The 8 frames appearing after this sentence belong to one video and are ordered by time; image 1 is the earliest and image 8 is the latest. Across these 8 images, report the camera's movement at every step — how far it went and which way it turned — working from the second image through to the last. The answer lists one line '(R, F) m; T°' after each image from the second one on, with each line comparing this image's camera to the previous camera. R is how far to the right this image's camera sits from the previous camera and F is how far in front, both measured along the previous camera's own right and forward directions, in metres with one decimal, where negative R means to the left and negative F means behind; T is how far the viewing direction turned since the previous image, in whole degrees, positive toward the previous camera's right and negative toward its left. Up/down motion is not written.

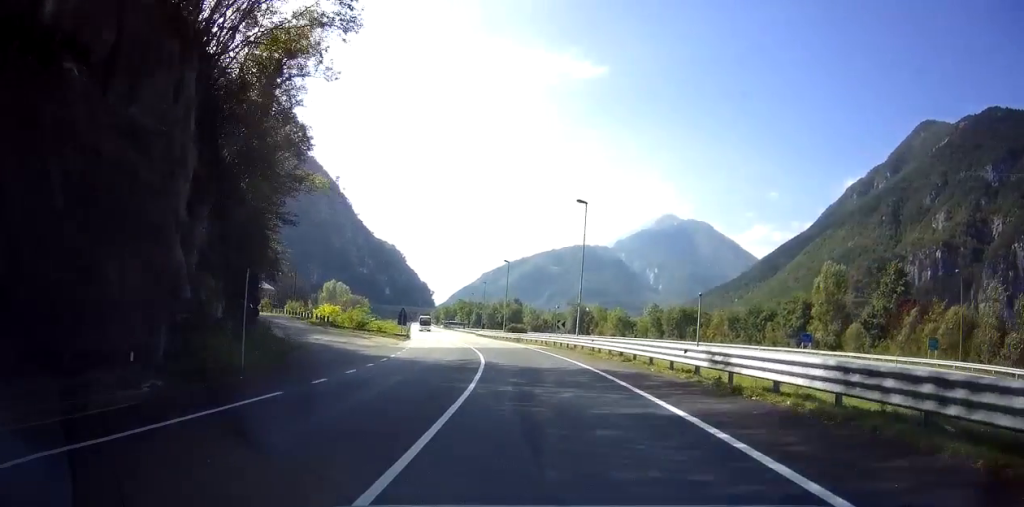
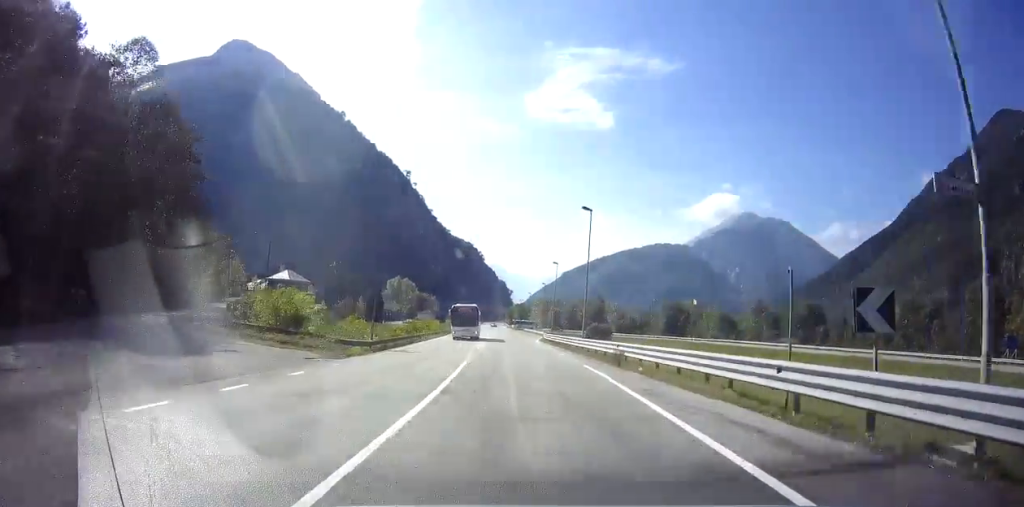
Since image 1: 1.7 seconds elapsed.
(-1.8, +32.4) m; -7°
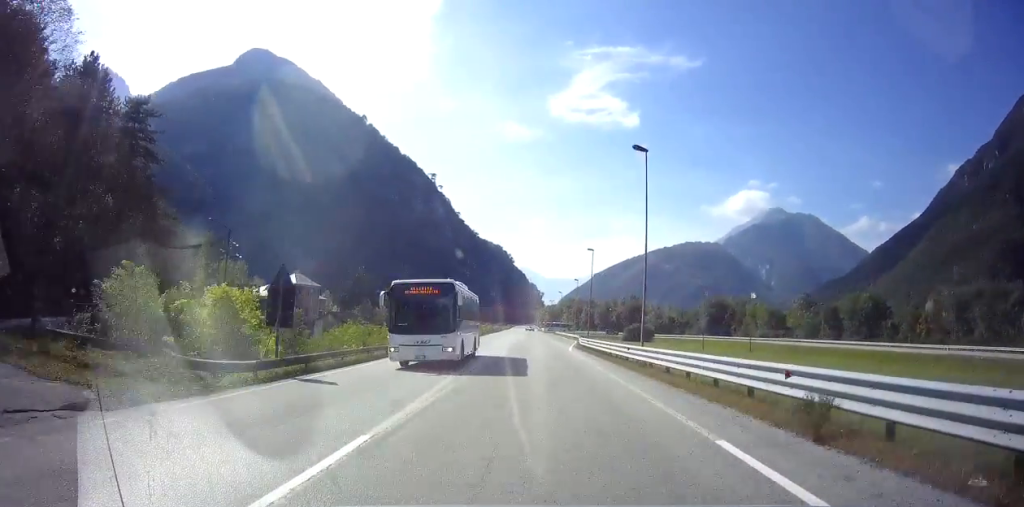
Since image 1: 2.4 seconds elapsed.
(-0.5, +14.0) m; -2°
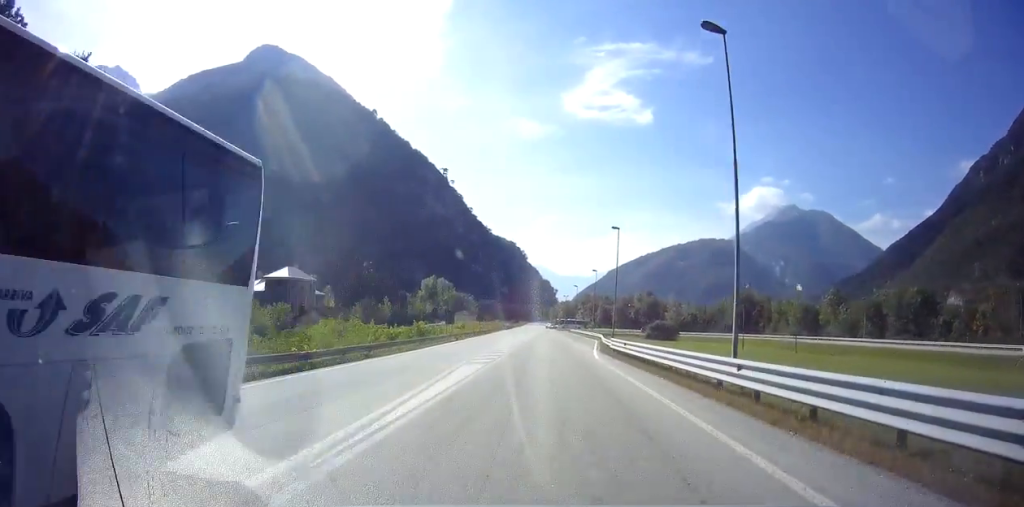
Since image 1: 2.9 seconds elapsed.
(-0.2, +11.5) m; -1°
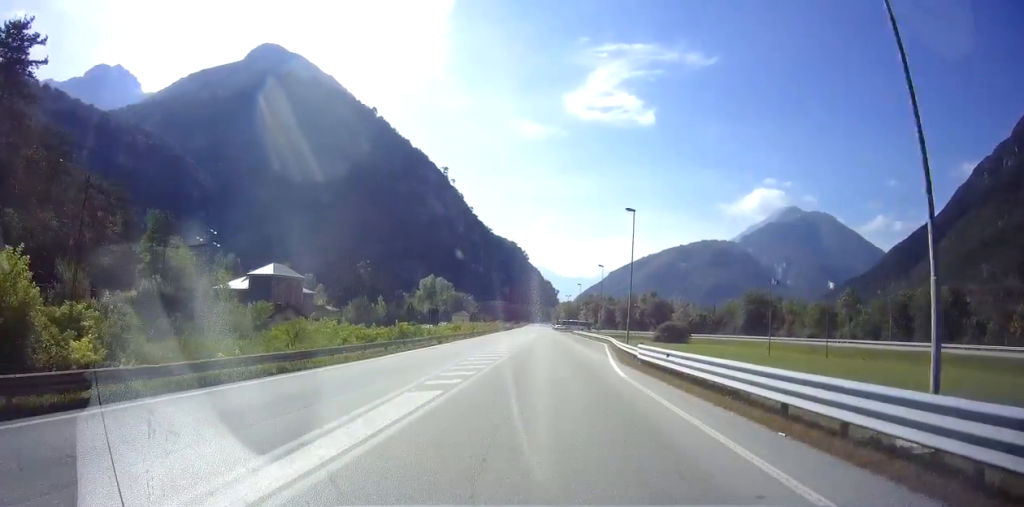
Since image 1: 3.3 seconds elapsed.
(0.0, +8.2) m; 0°
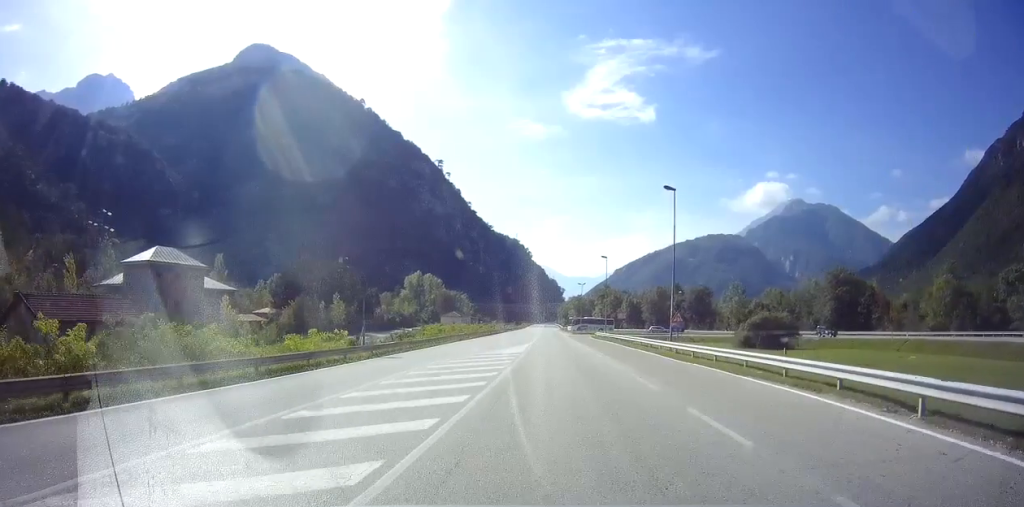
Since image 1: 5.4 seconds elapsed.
(-0.3, +43.4) m; 0°
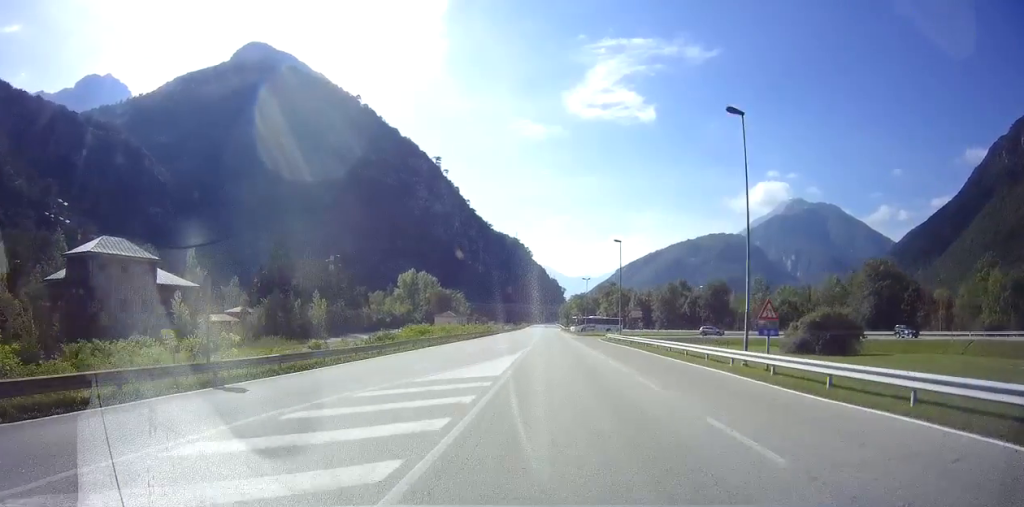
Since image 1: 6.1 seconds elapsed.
(0.0, +13.1) m; 0°
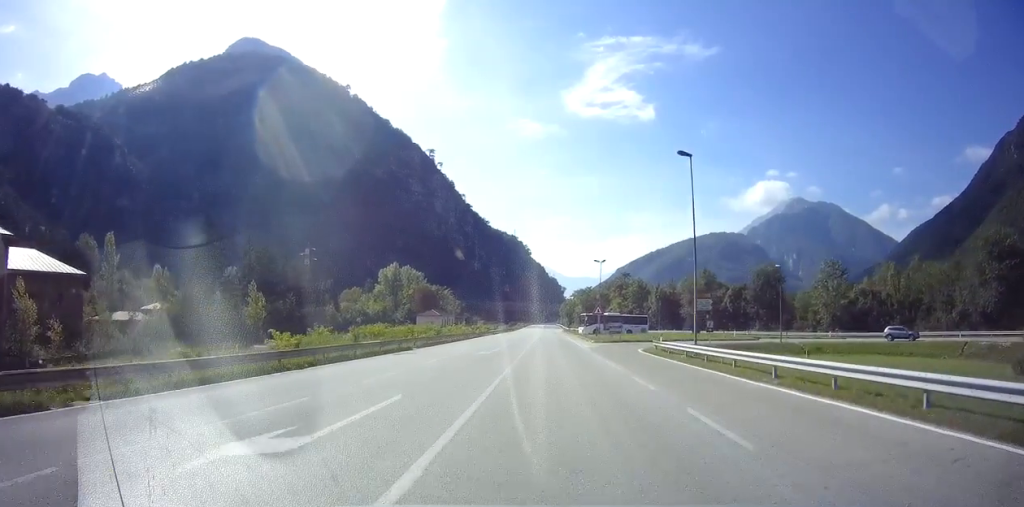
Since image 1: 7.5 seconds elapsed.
(-0.4, +29.1) m; -1°
